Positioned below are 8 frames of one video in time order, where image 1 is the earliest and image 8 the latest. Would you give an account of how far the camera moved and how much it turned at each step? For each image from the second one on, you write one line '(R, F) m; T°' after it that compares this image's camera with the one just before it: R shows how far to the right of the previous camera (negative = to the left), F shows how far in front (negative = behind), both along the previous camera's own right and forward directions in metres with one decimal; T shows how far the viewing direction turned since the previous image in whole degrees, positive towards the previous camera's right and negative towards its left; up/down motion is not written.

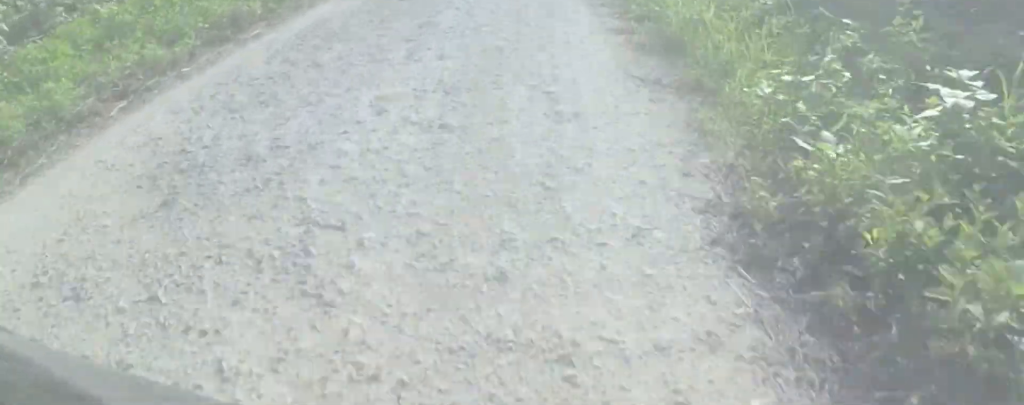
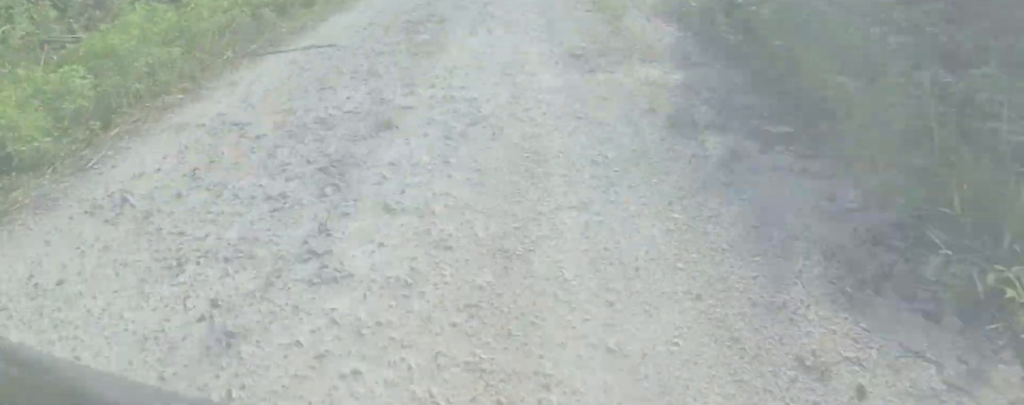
(-0.9, +9.1) m; -6°
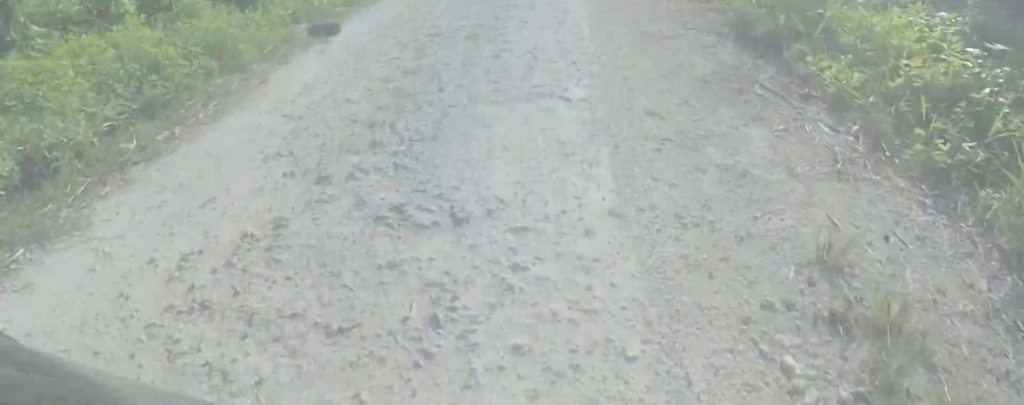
(0.0, +4.6) m; 0°
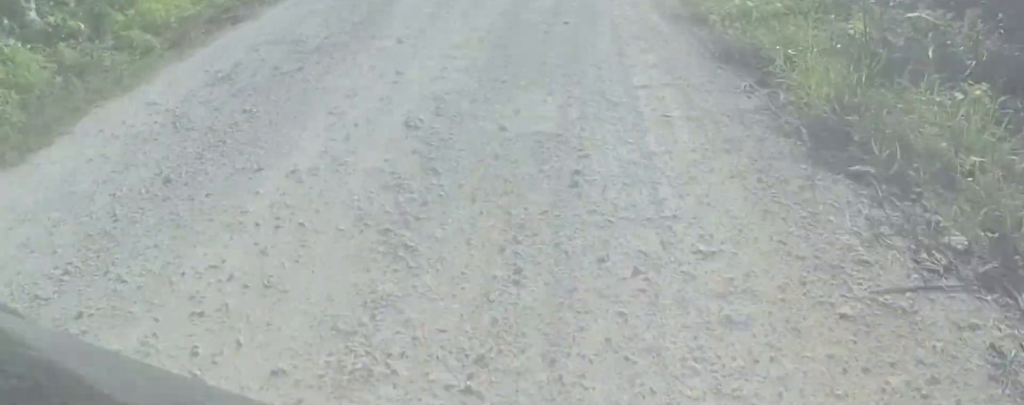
(0.0, +11.5) m; 0°
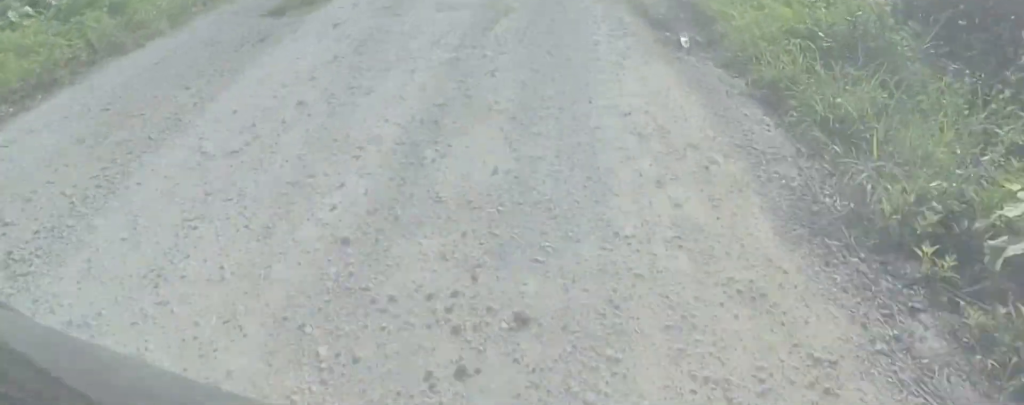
(0.0, +3.5) m; 0°
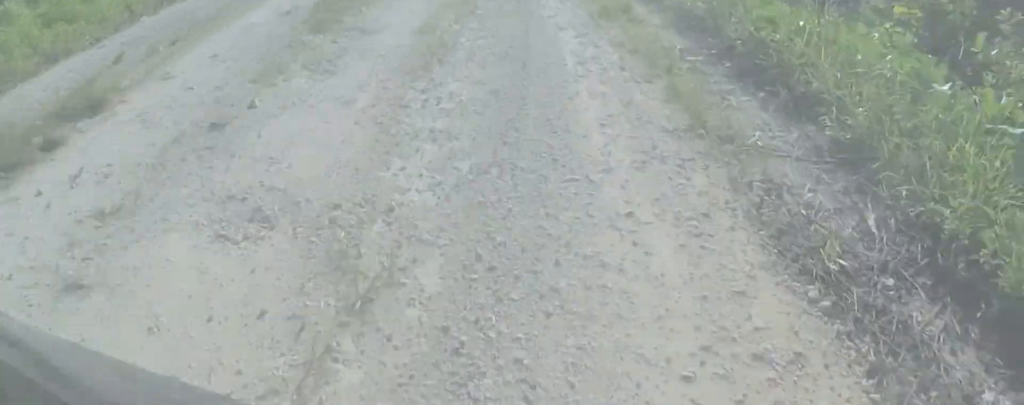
(0.0, +3.6) m; 0°
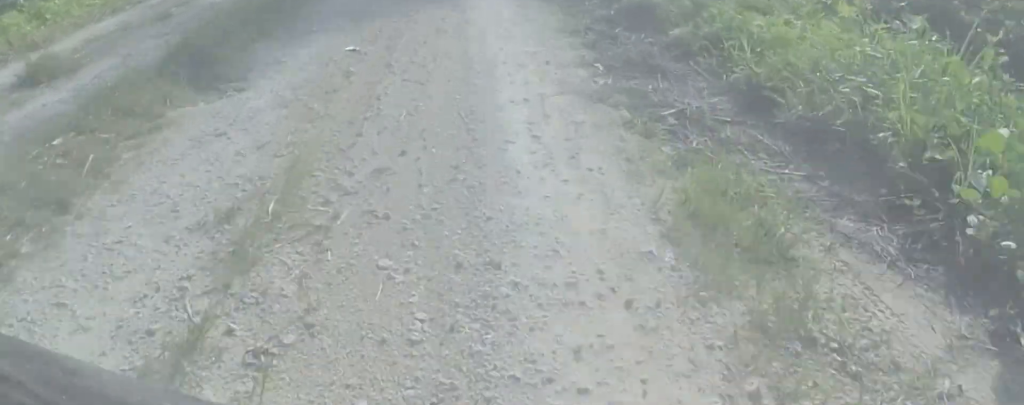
(0.0, +5.7) m; 0°
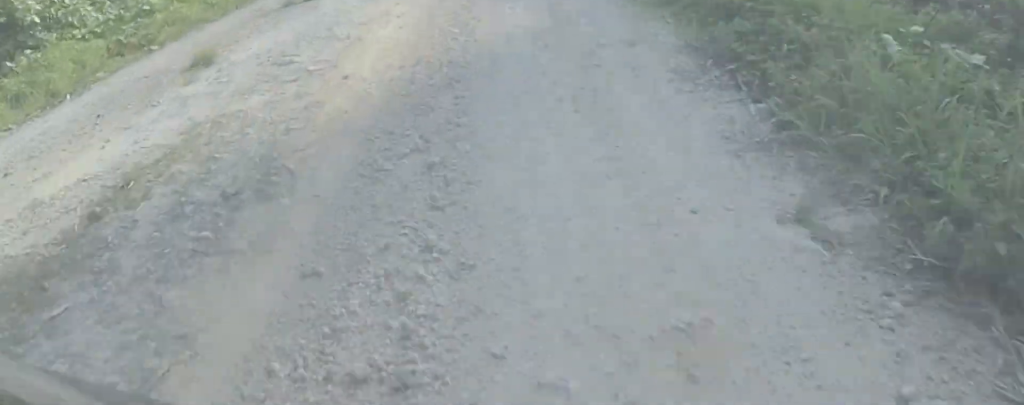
(0.0, +14.7) m; +1°
